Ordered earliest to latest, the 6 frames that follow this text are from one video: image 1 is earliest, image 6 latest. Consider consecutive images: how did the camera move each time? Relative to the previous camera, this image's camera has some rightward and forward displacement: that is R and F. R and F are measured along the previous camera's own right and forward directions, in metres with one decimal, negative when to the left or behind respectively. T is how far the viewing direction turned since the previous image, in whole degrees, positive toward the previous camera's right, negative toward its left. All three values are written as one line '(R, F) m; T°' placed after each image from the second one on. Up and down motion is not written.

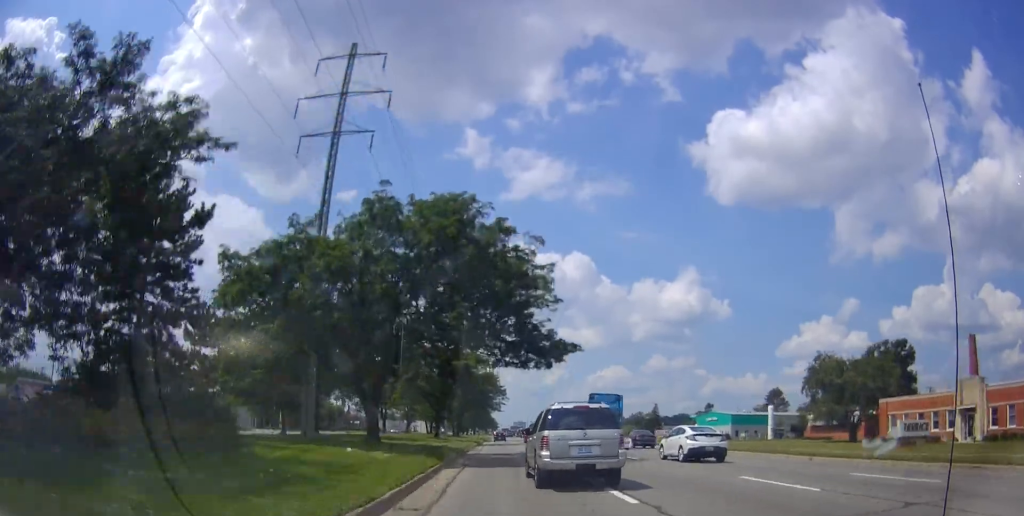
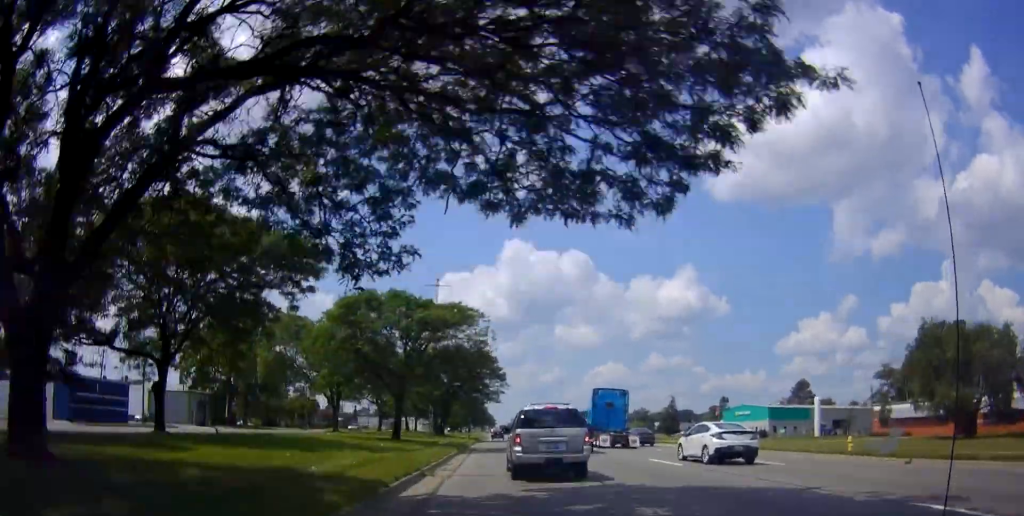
(-0.5, +22.7) m; -1°
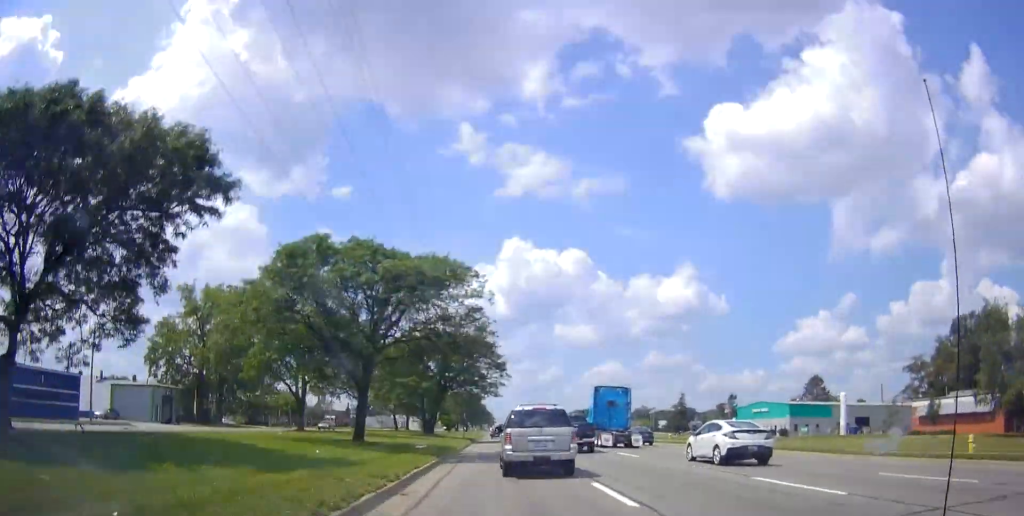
(0.0, +10.0) m; +1°
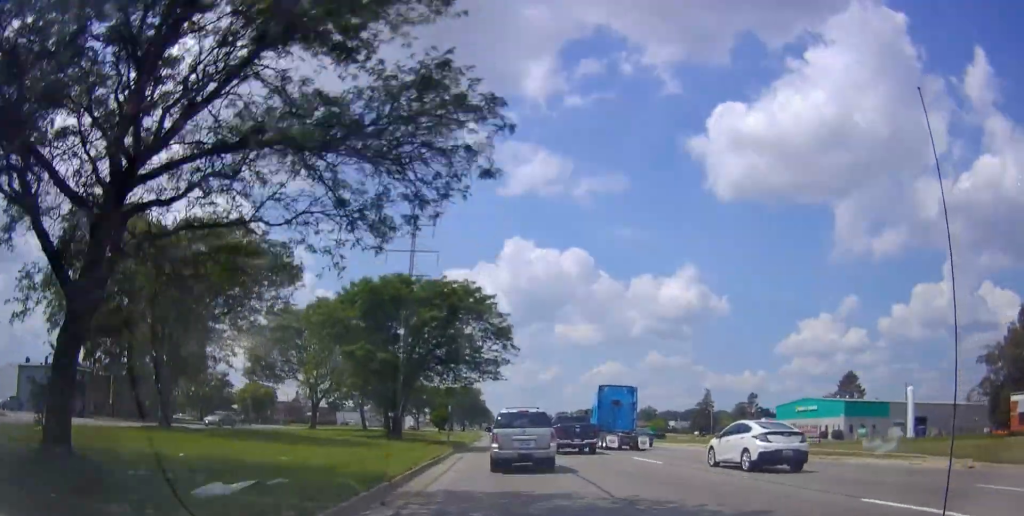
(+0.2, +20.4) m; +1°
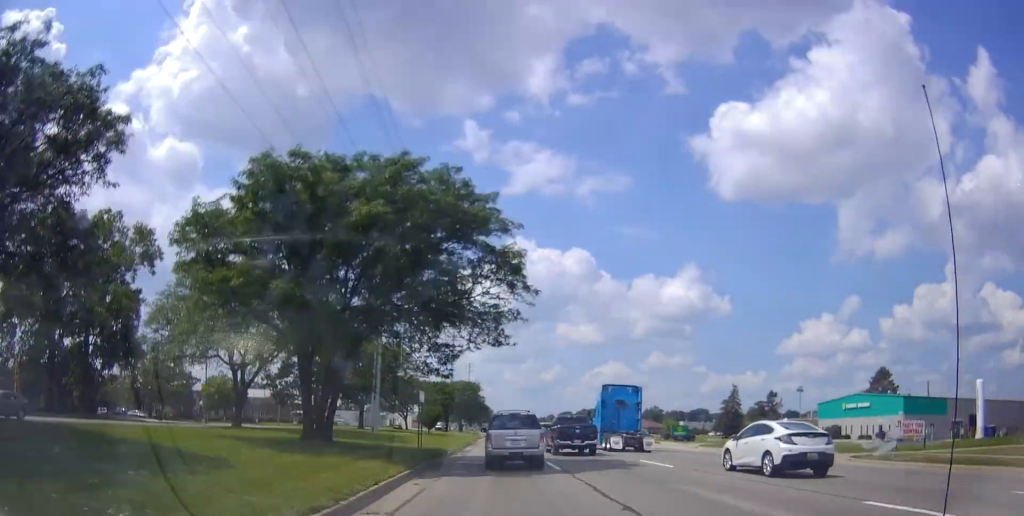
(+0.2, +16.5) m; 0°
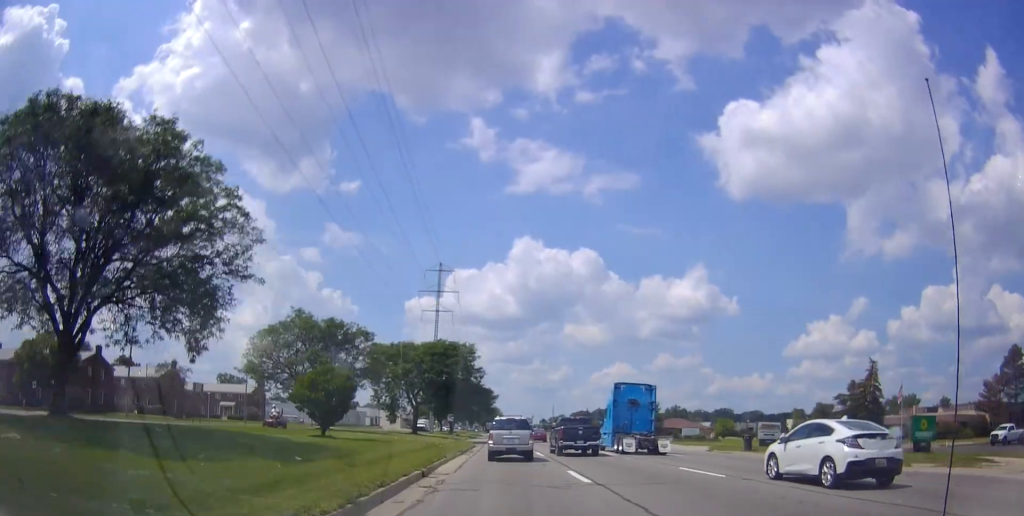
(-0.4, +51.1) m; 0°
